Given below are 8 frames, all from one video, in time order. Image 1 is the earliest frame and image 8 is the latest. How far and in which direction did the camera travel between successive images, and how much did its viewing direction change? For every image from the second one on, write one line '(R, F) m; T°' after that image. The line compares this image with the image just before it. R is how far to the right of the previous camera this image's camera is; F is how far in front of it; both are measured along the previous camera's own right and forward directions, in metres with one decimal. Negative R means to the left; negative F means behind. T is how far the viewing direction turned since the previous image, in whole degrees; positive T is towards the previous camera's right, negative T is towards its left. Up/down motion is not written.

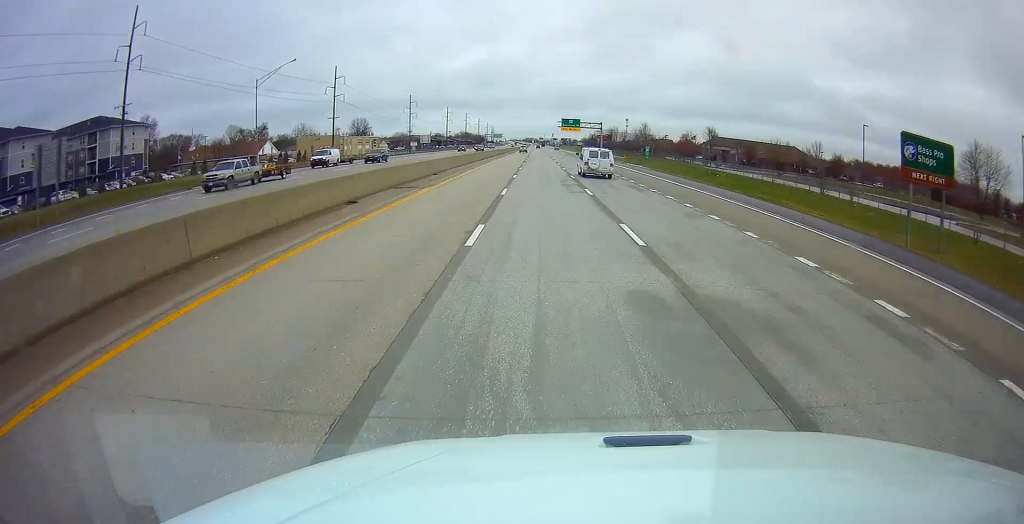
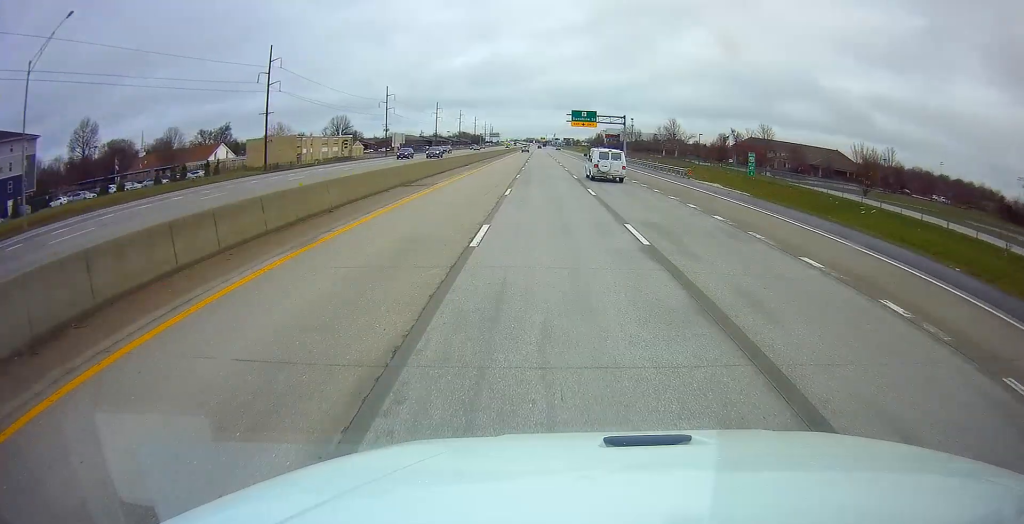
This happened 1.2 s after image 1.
(+0.6, +36.4) m; 0°
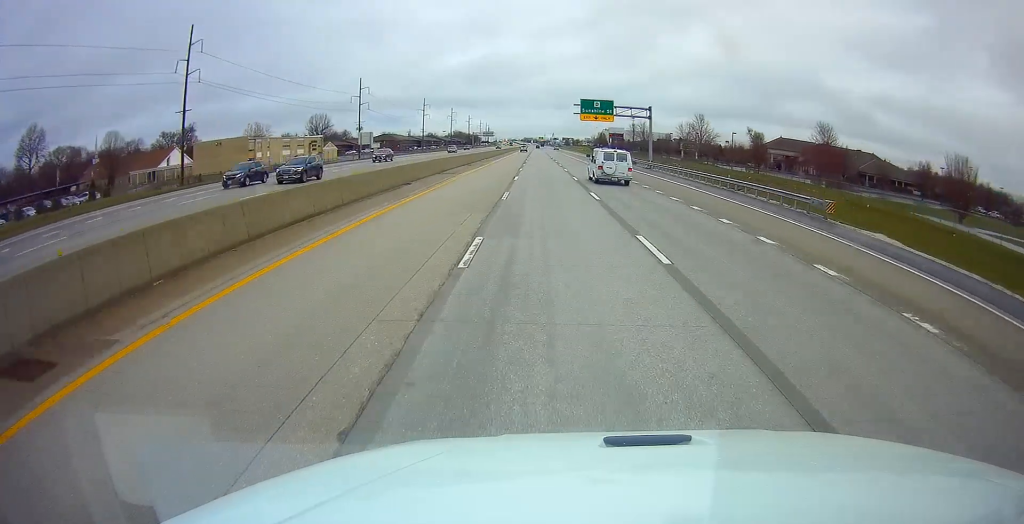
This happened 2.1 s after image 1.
(-0.5, +26.3) m; -1°
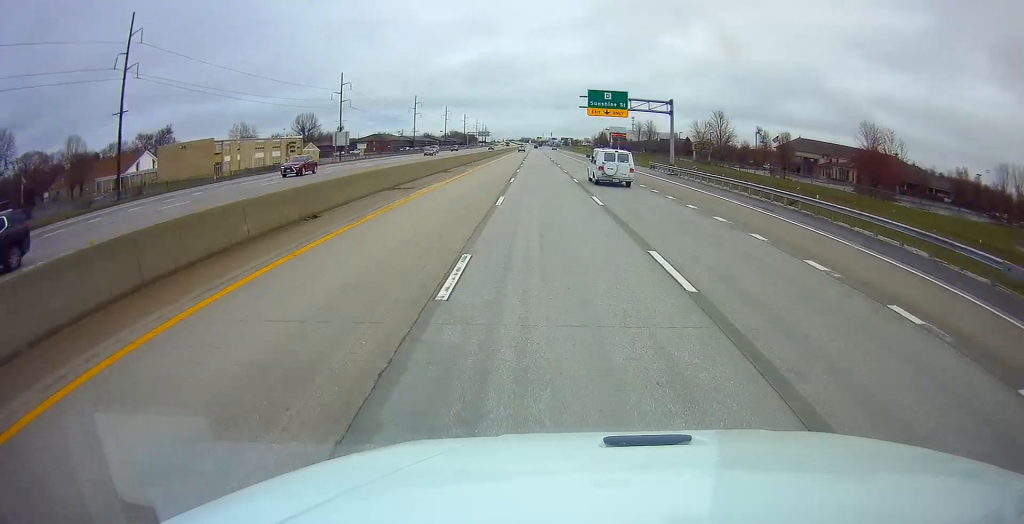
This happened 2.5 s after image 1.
(0.0, +14.1) m; +1°
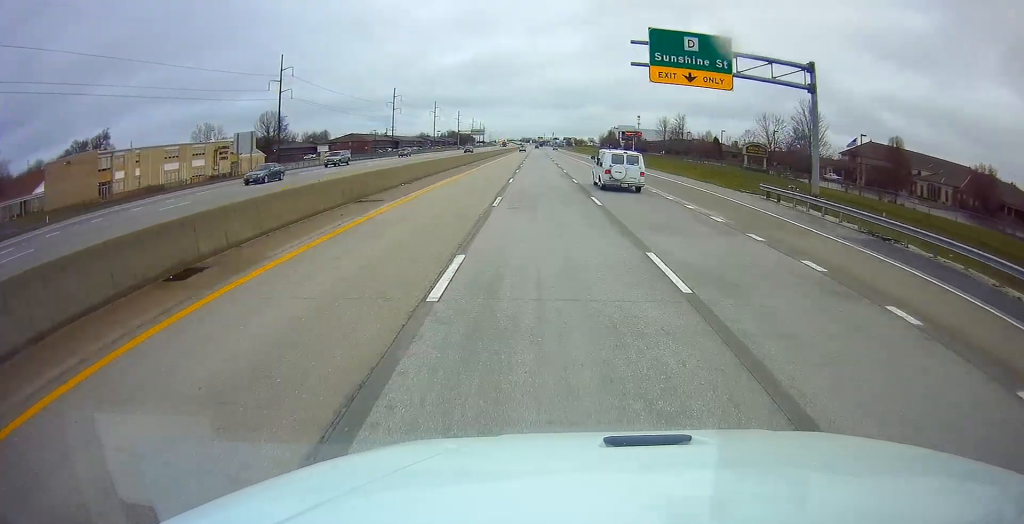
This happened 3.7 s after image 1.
(+0.6, +36.4) m; +1°
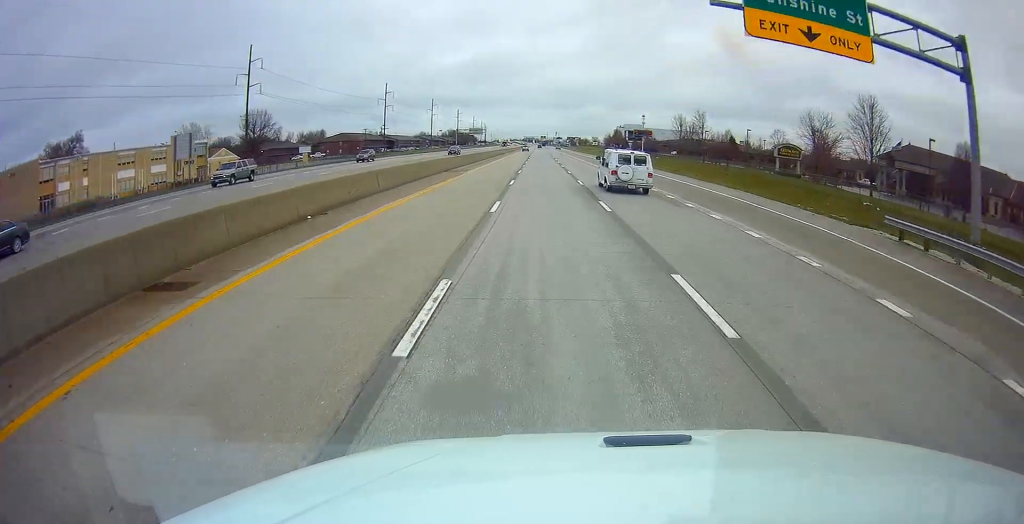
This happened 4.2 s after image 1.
(+0.1, +14.2) m; 0°
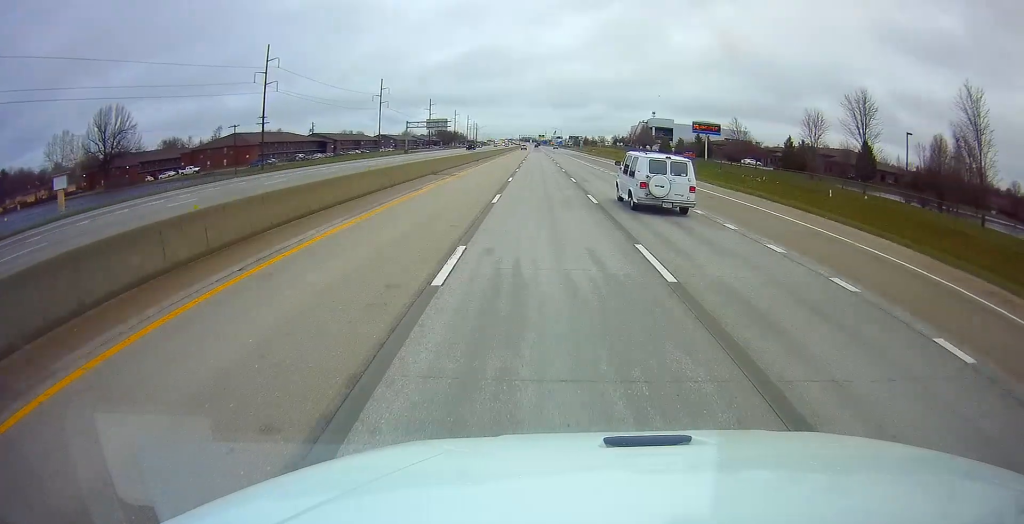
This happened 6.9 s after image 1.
(-0.3, +82.2) m; 0°
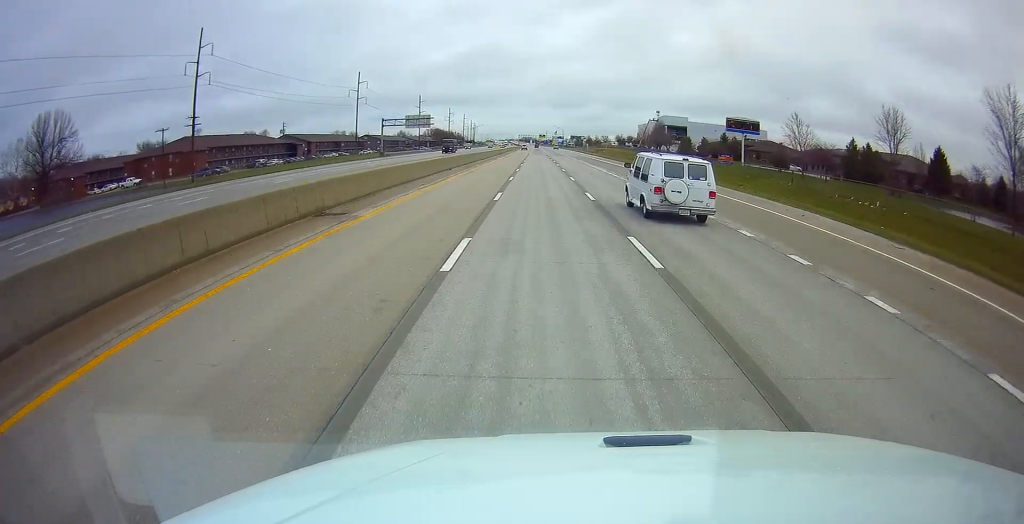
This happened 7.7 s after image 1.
(-0.4, +23.3) m; -1°
